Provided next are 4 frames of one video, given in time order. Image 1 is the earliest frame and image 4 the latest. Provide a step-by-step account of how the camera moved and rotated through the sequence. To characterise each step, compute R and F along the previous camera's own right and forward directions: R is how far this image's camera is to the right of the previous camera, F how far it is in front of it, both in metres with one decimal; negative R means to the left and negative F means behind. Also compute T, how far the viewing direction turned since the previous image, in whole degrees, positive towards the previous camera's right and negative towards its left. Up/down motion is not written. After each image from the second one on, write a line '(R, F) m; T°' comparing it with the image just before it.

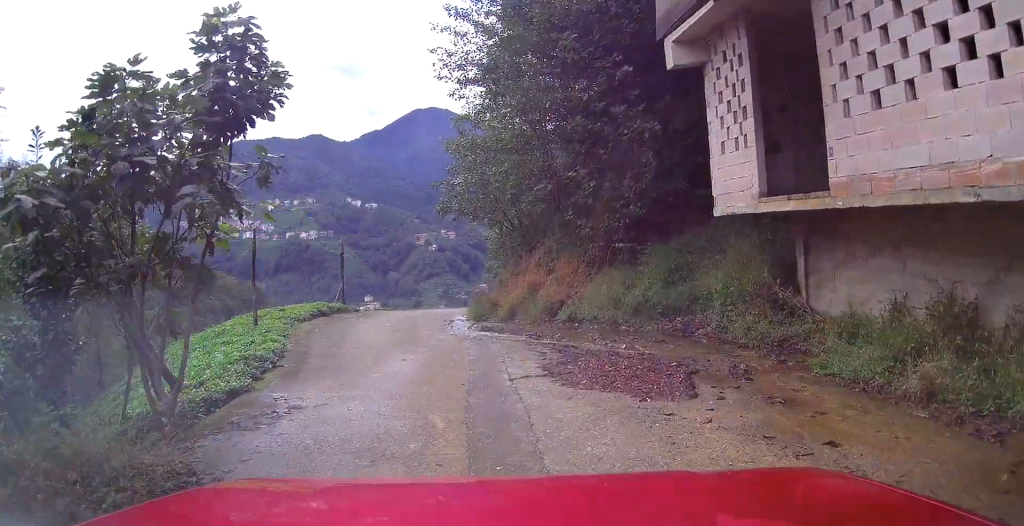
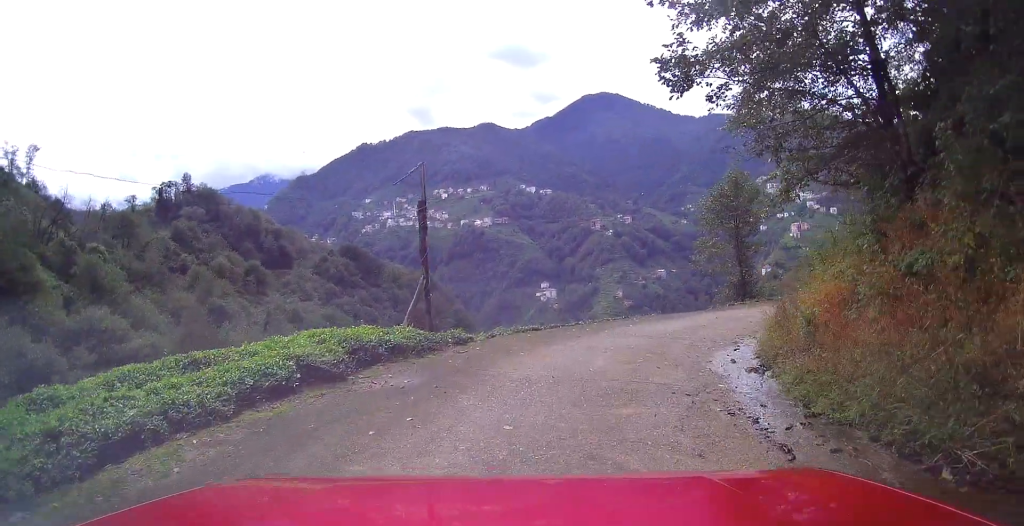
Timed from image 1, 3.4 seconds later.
(-2.0, +15.1) m; -10°
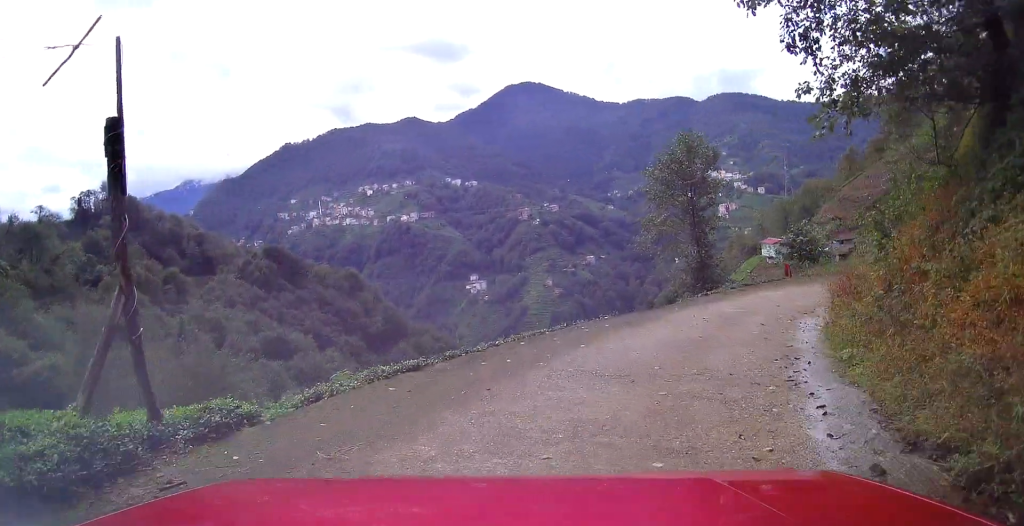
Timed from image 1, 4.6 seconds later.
(+0.1, +6.5) m; +5°
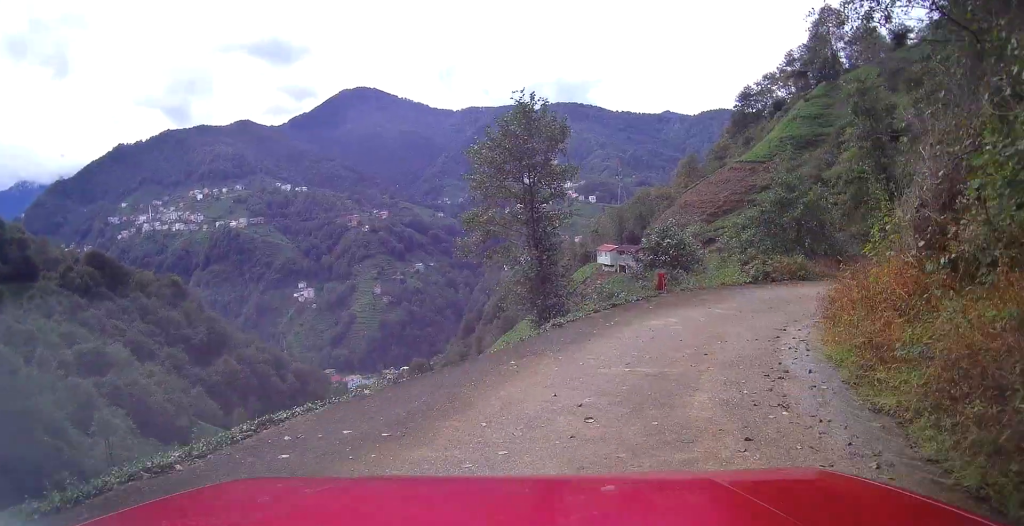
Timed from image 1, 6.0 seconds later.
(+1.0, +7.3) m; +21°
